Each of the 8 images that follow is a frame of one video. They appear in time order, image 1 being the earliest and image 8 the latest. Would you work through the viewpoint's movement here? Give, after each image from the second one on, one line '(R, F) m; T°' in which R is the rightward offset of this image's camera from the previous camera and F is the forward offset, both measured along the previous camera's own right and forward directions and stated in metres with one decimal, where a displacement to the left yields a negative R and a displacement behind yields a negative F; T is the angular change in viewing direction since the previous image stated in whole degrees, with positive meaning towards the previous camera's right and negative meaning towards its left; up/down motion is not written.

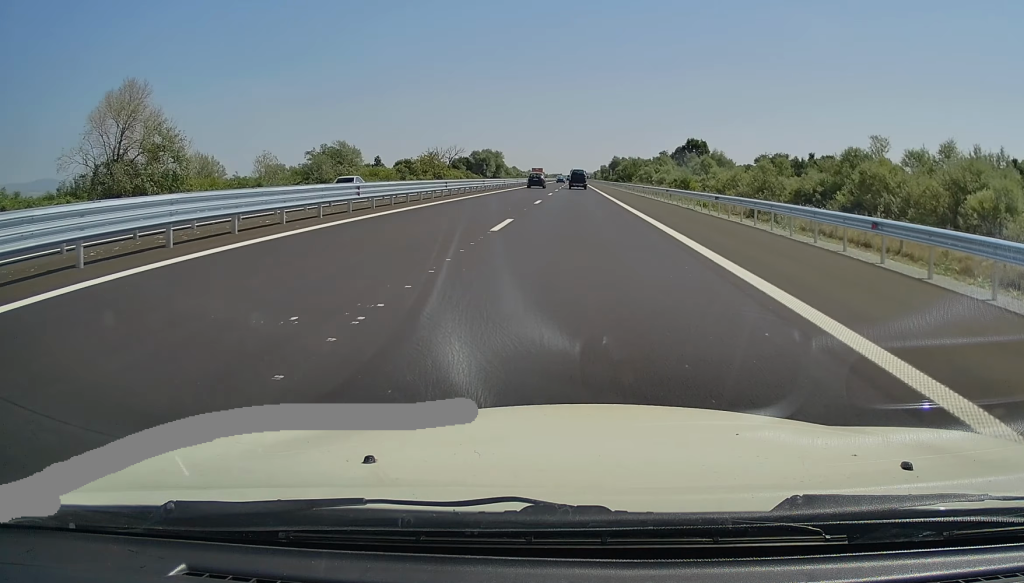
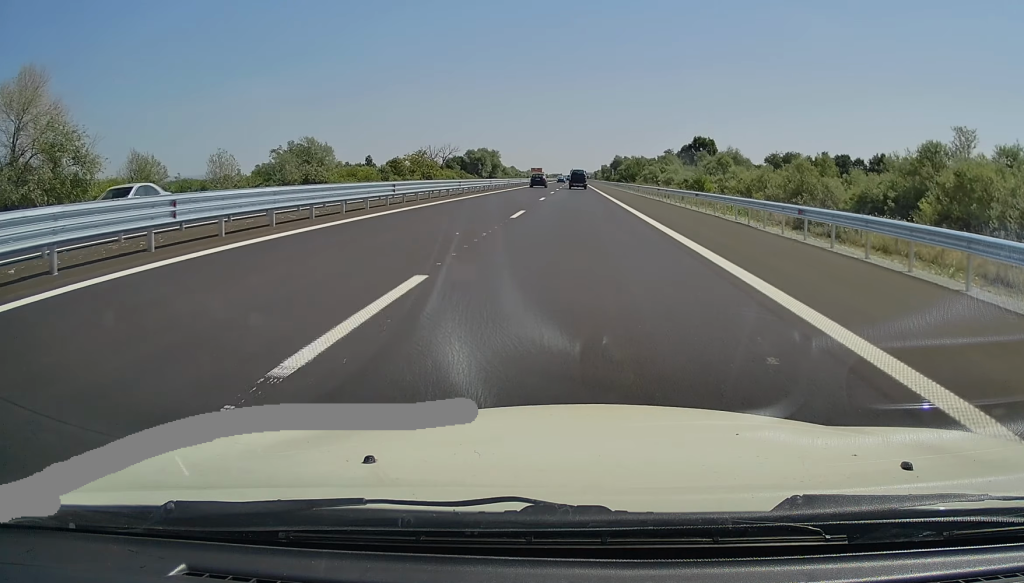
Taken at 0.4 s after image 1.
(0.0, +11.3) m; 0°
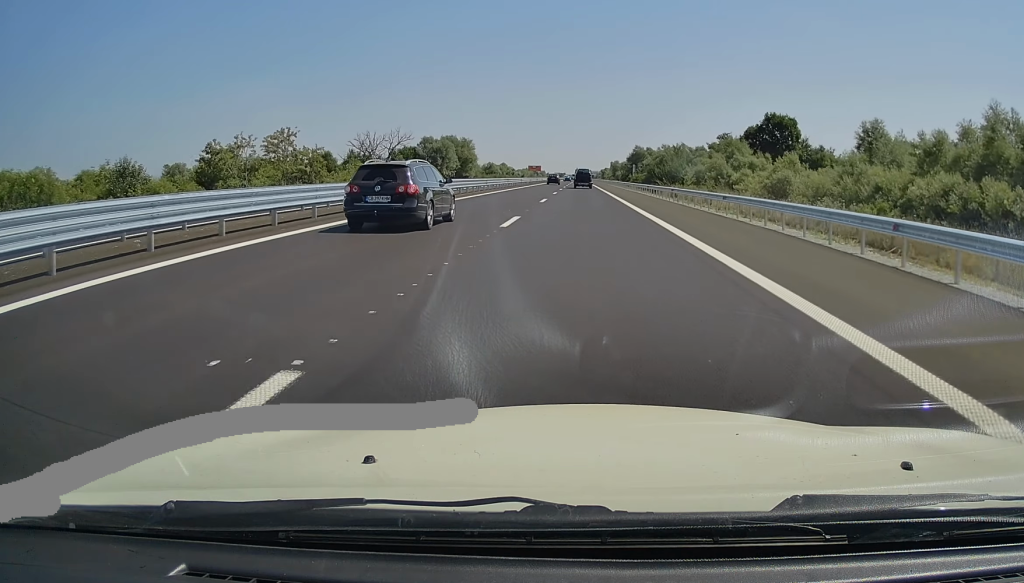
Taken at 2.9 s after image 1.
(-0.8, +69.6) m; -1°
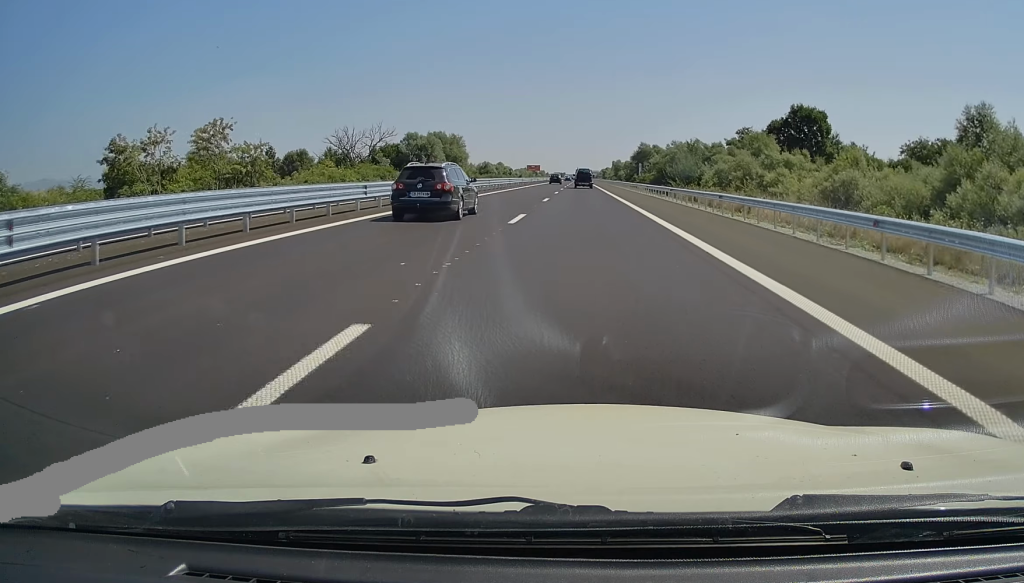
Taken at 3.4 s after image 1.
(+0.2, +15.0) m; 0°
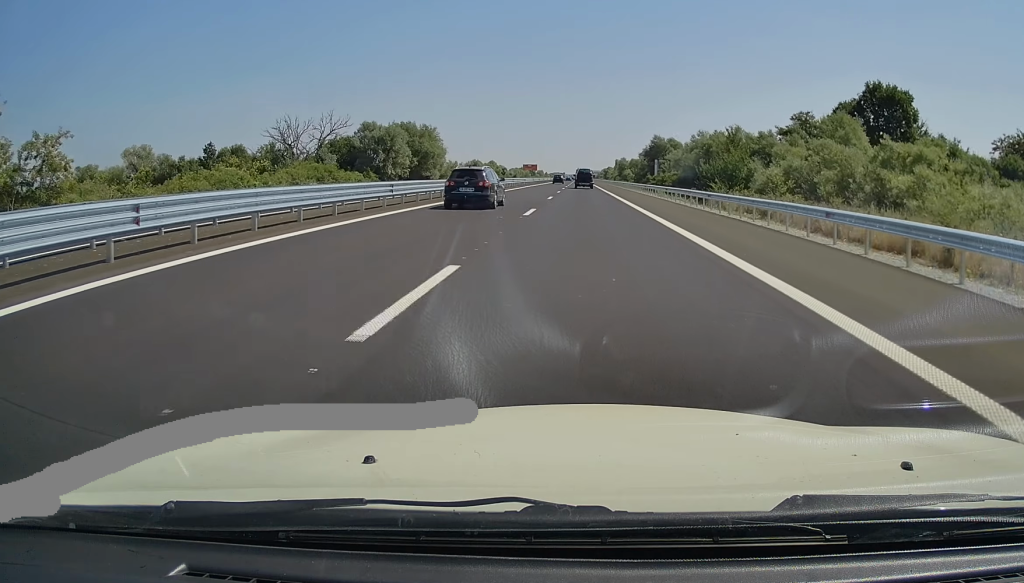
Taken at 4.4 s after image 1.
(0.0, +29.0) m; 0°
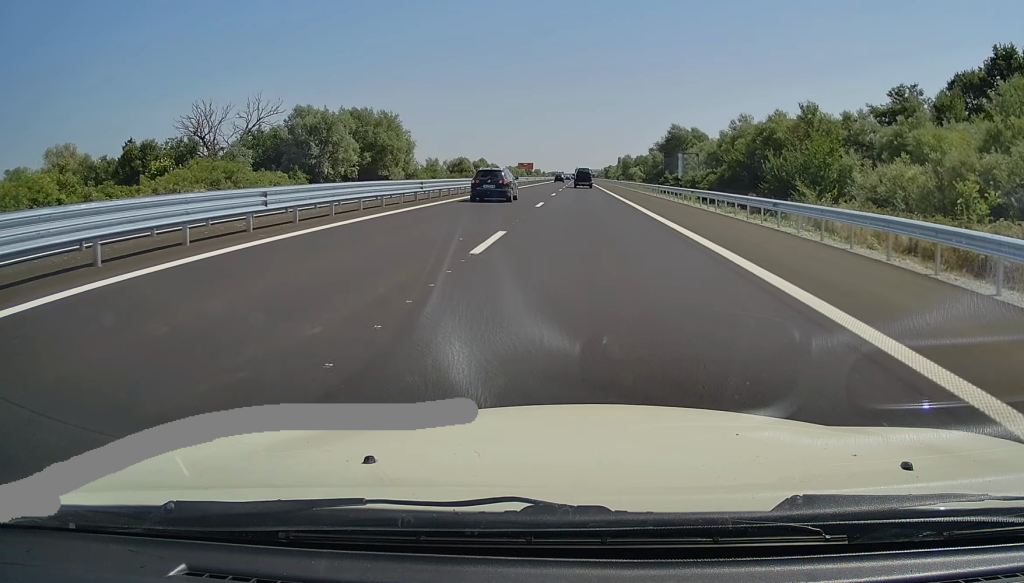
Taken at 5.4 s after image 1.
(0.0, +27.1) m; 0°
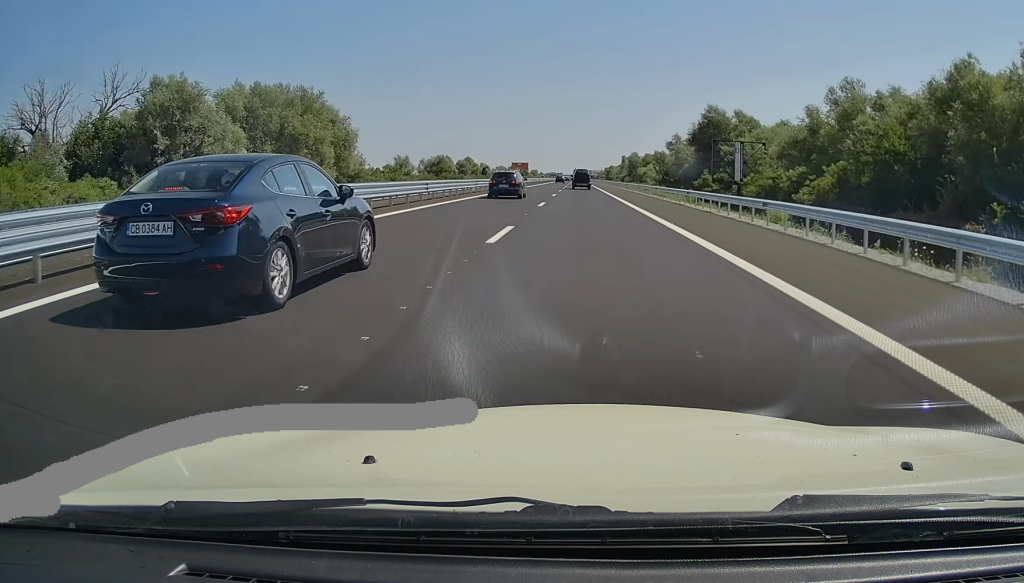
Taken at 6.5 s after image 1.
(0.0, +30.6) m; -1°
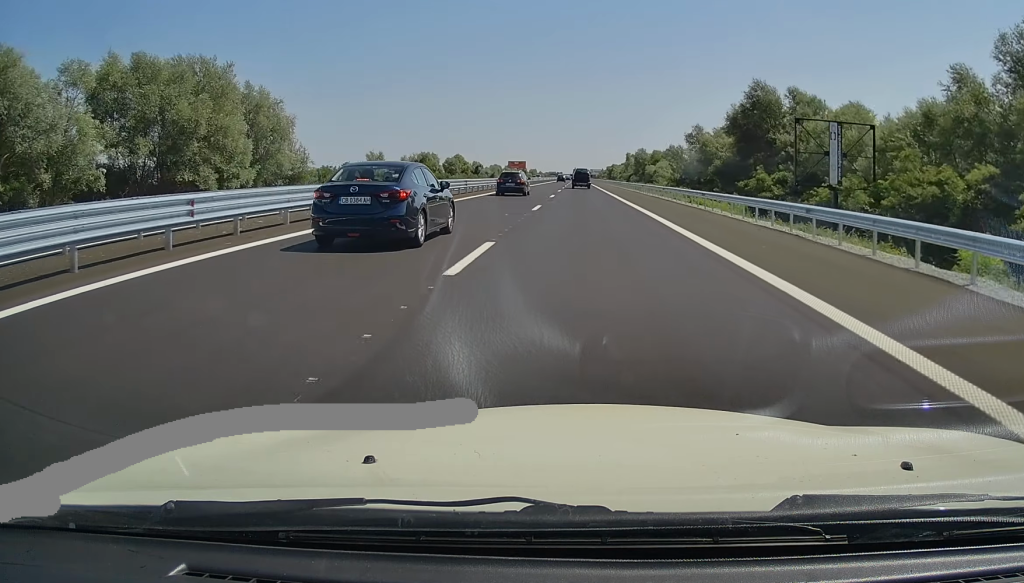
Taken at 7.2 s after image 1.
(-0.3, +20.4) m; 0°
